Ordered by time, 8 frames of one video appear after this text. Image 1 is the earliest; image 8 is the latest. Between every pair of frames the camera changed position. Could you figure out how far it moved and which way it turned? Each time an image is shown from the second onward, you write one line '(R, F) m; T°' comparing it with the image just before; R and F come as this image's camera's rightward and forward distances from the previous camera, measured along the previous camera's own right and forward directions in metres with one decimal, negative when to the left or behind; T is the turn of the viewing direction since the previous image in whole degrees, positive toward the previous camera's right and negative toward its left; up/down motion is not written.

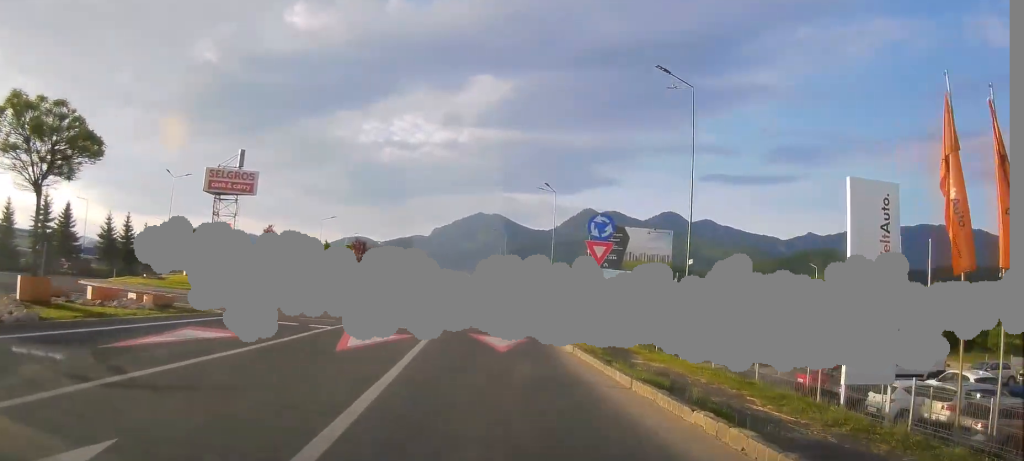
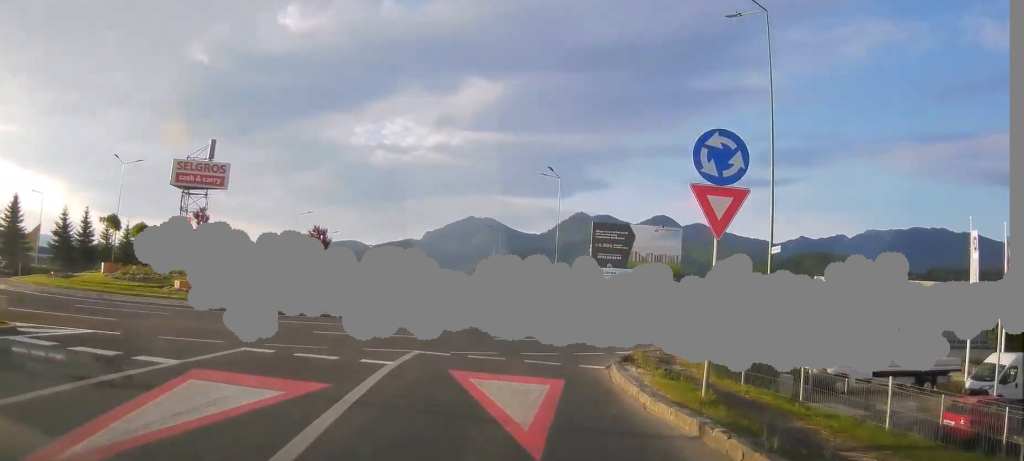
(0.0, +9.5) m; +3°
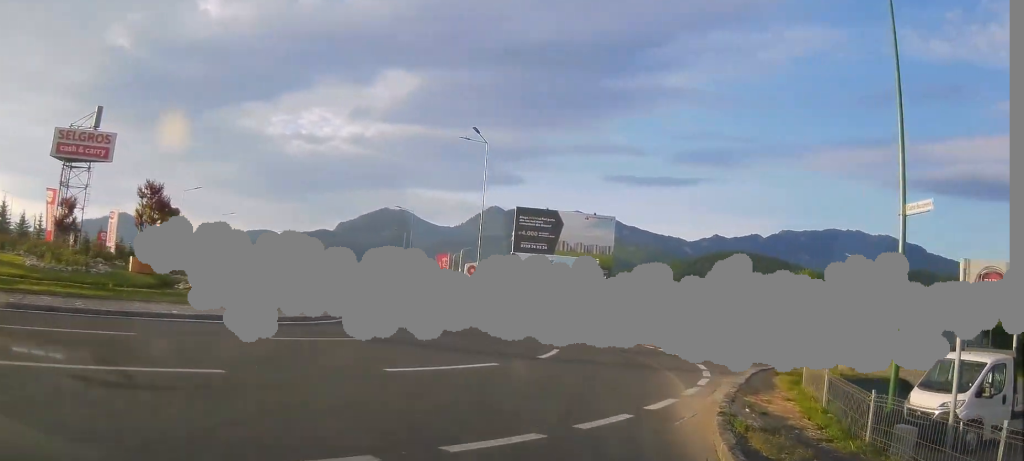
(+0.5, +10.7) m; +8°
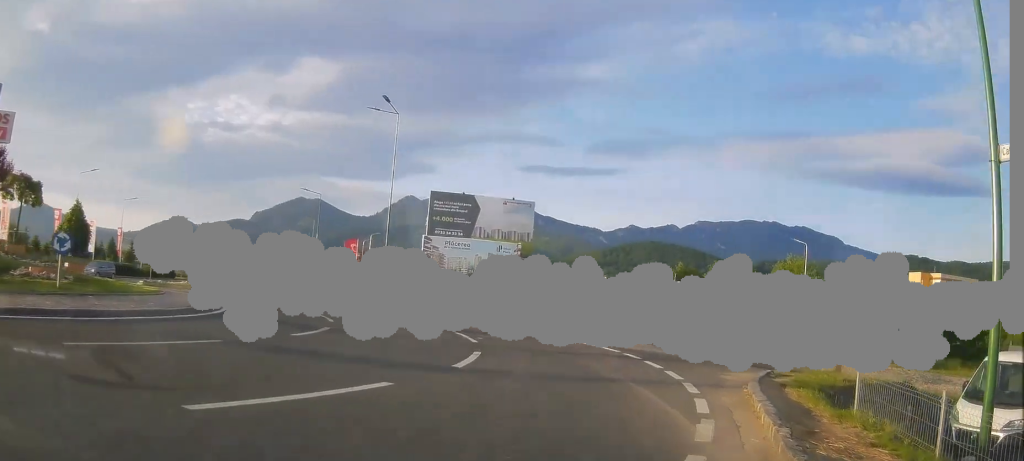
(0.0, +4.6) m; +4°
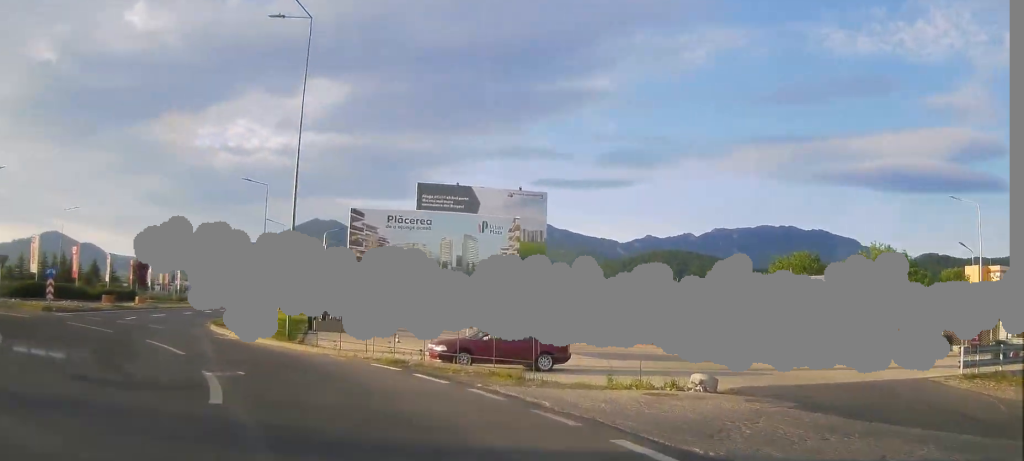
(+0.1, +16.6) m; -13°
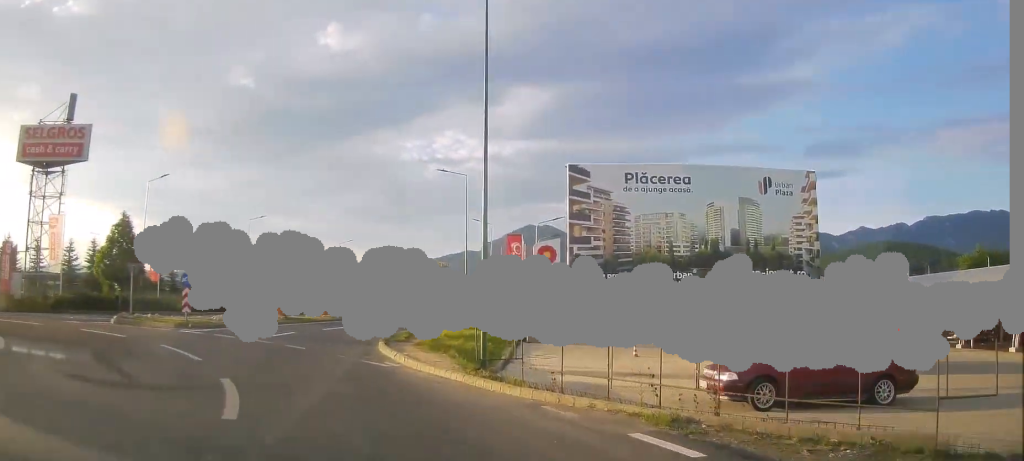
(-1.0, +7.6) m; -11°
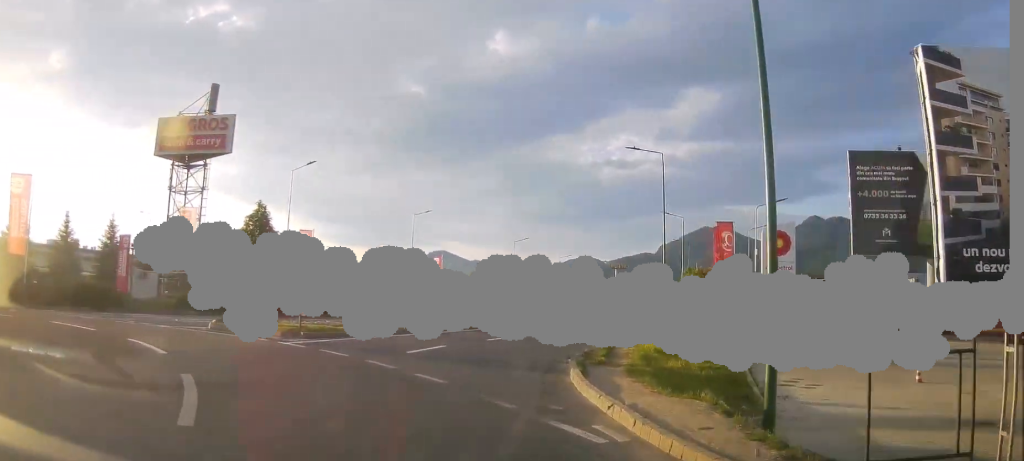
(-0.6, +7.4) m; -6°
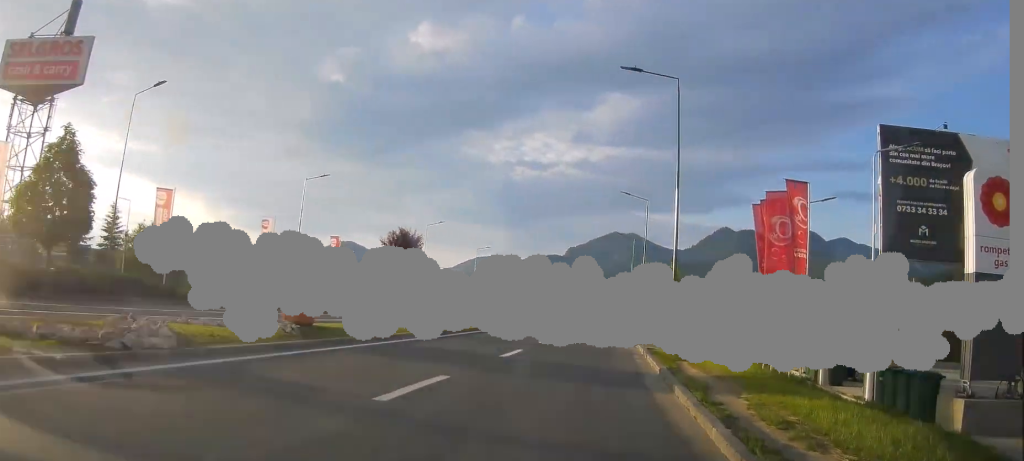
(-0.1, +14.6) m; +3°
